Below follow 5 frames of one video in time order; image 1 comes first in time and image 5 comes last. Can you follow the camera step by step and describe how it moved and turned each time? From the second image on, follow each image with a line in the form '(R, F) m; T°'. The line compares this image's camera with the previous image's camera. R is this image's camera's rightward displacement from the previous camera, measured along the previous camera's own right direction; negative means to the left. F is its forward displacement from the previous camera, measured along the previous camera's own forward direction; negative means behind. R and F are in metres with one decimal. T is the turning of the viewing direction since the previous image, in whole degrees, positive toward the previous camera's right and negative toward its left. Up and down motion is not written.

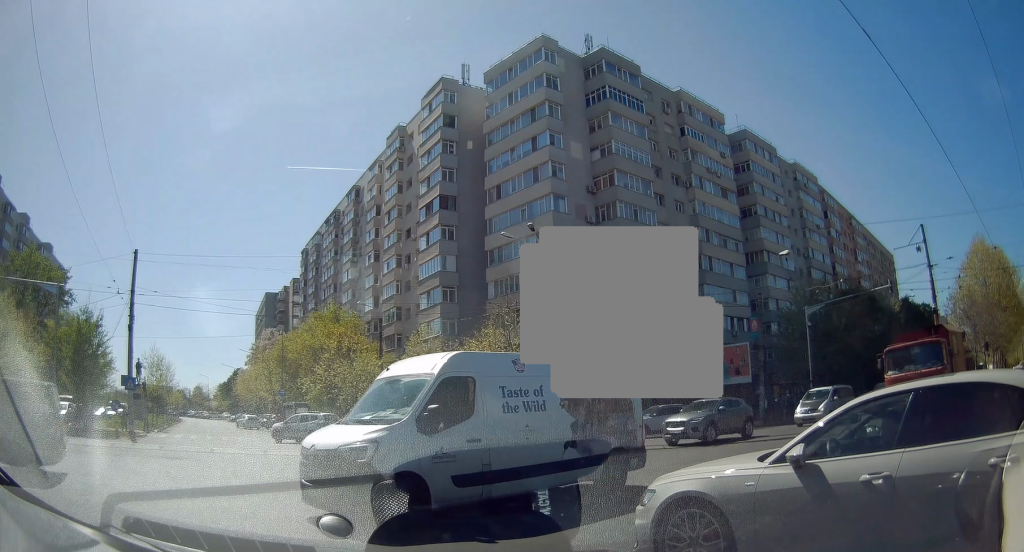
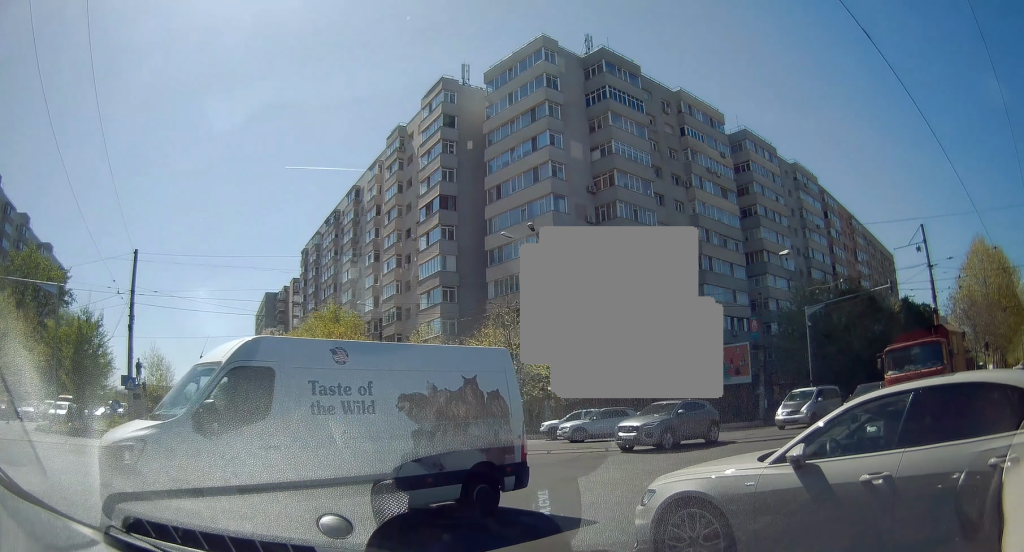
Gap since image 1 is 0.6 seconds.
(0.0, 0.0) m; 0°
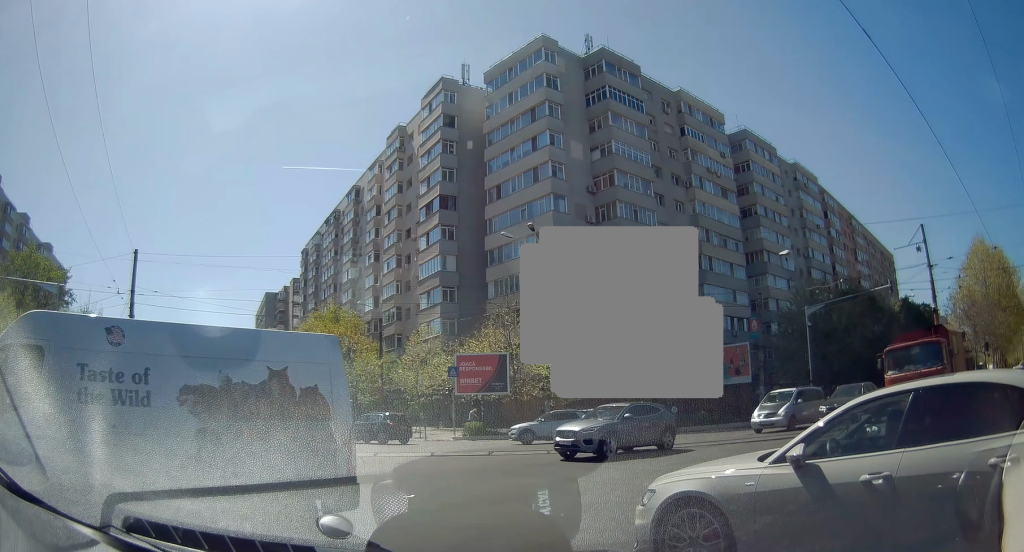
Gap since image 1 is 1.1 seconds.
(0.0, 0.0) m; 0°
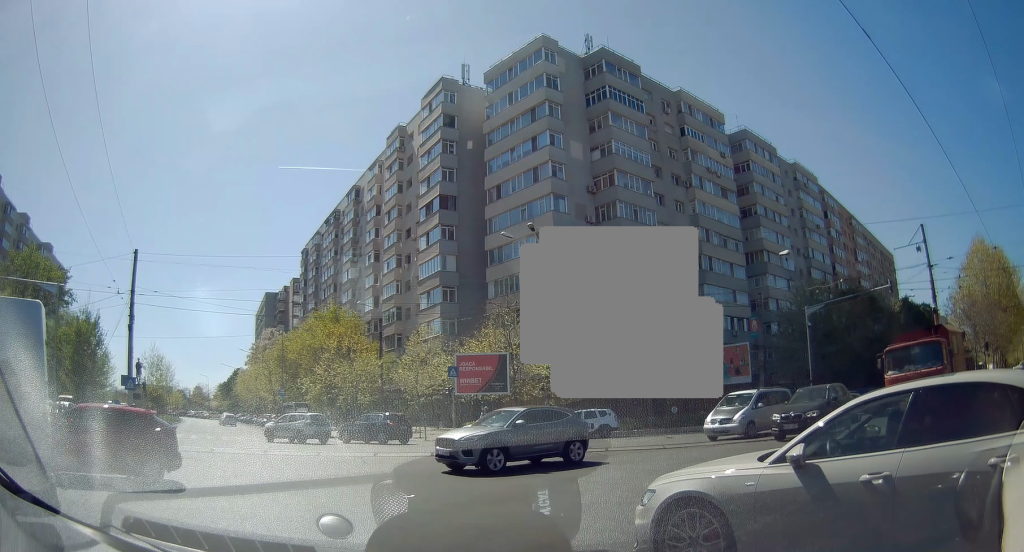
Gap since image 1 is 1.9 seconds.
(0.0, 0.0) m; 0°
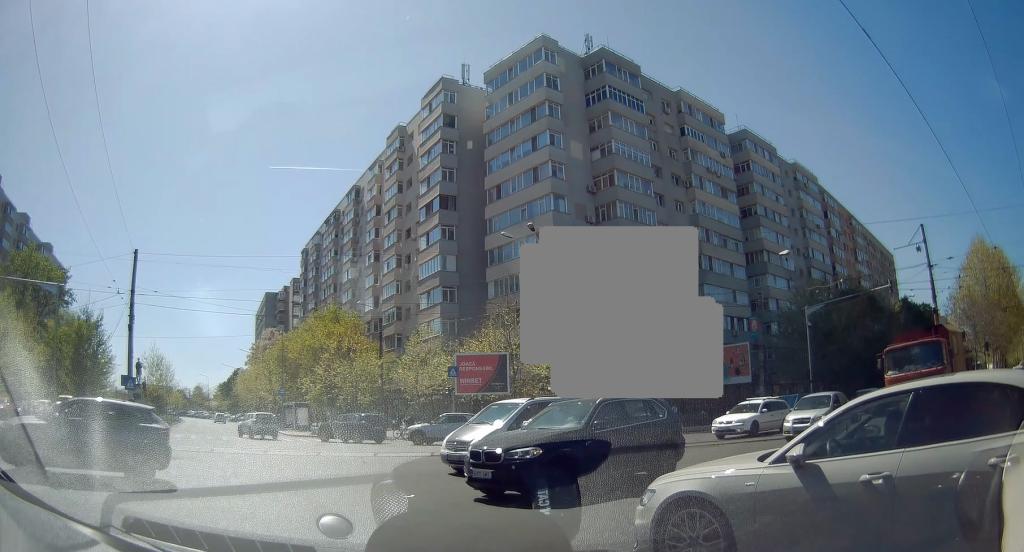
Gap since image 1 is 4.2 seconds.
(0.0, 0.0) m; 0°
